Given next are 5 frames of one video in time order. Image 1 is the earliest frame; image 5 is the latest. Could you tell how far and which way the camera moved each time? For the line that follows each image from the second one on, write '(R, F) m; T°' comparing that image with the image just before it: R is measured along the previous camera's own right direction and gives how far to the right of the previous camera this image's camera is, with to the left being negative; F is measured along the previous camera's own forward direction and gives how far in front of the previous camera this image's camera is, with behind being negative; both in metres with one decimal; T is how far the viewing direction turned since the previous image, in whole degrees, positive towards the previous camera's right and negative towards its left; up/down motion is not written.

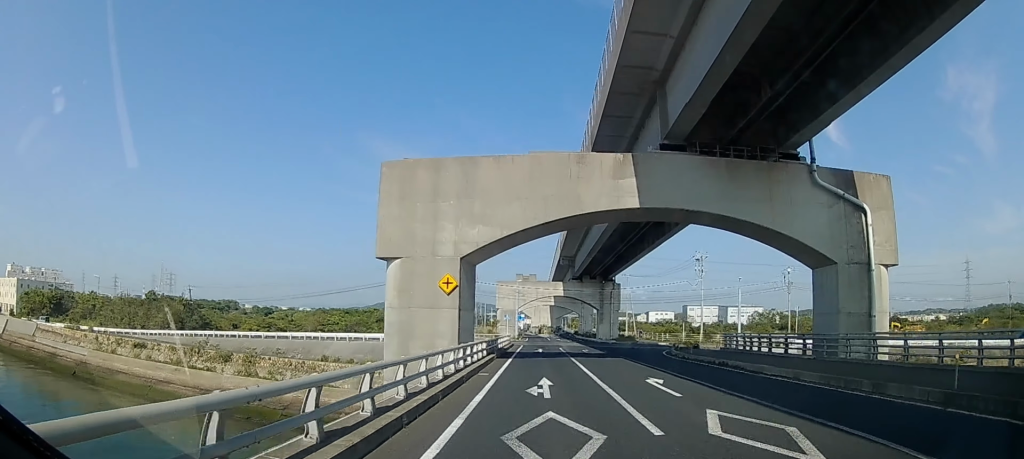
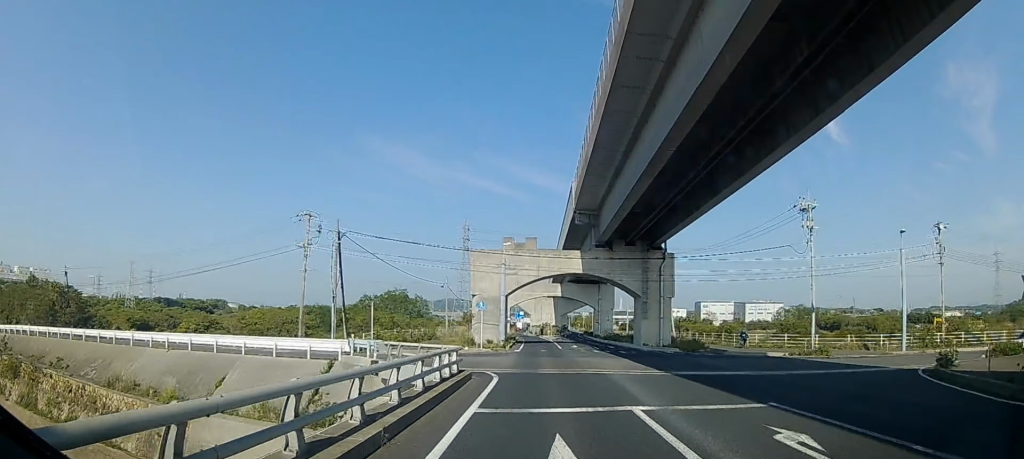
(-0.6, +28.7) m; -2°
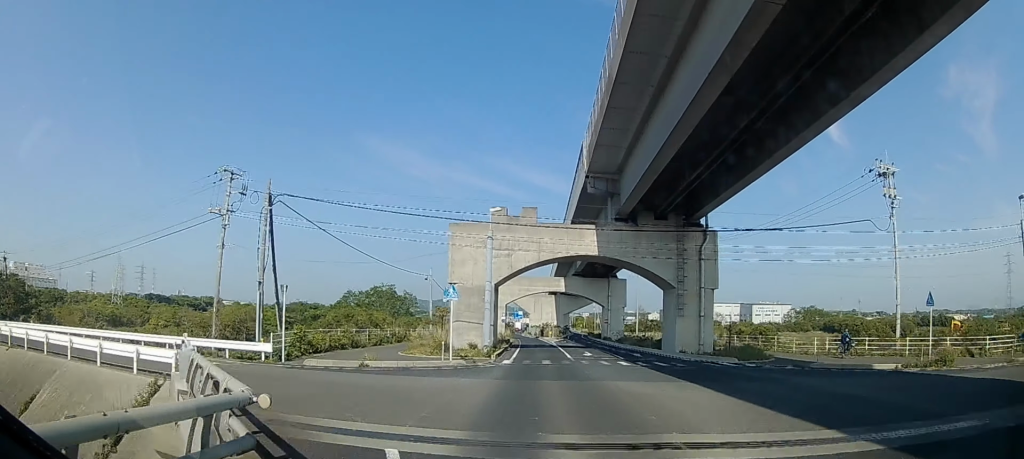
(0.0, +12.2) m; 0°
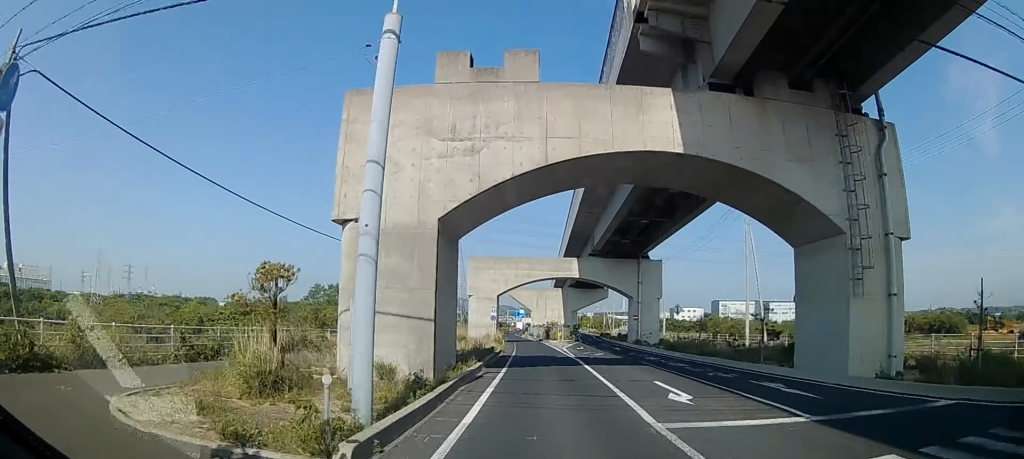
(+0.3, +21.0) m; +2°
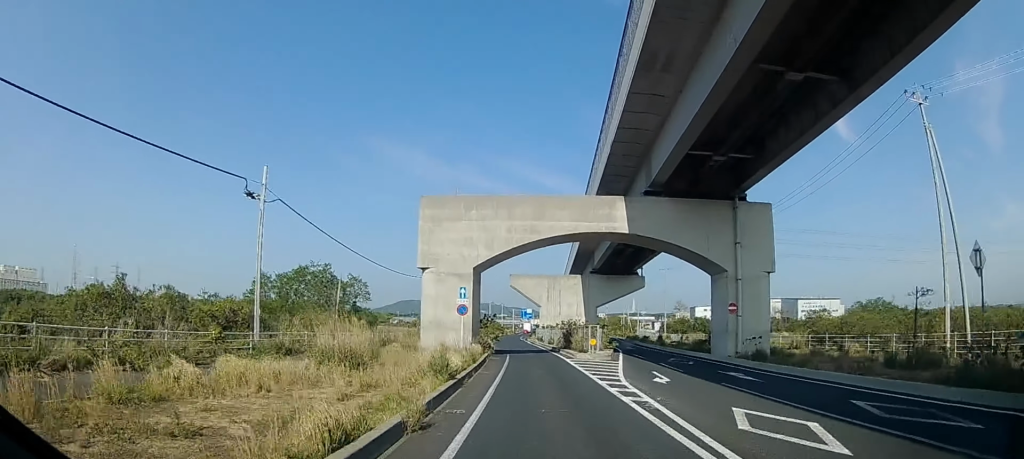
(-0.2, +26.1) m; -2°
